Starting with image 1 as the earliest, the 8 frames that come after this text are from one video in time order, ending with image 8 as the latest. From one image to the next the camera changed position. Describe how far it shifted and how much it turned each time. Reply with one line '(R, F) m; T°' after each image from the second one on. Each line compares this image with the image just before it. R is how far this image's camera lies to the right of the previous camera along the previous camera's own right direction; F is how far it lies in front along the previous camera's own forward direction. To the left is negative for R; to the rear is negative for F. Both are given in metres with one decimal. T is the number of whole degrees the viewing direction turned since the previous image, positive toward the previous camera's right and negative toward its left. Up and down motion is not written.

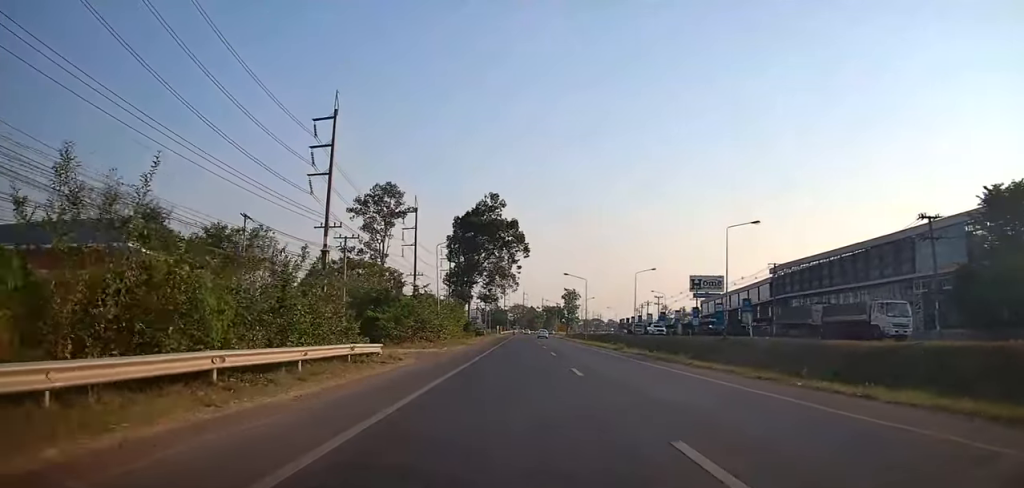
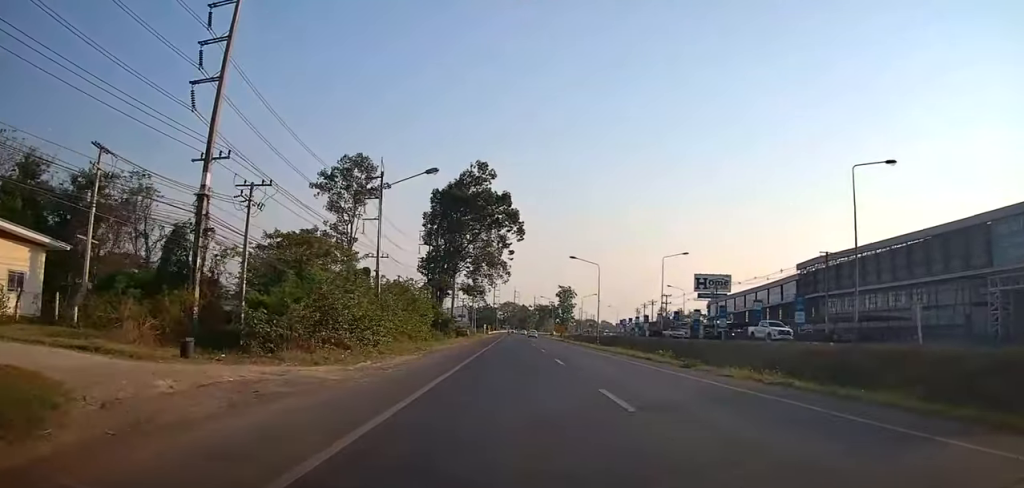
(+0.3, +19.1) m; 0°
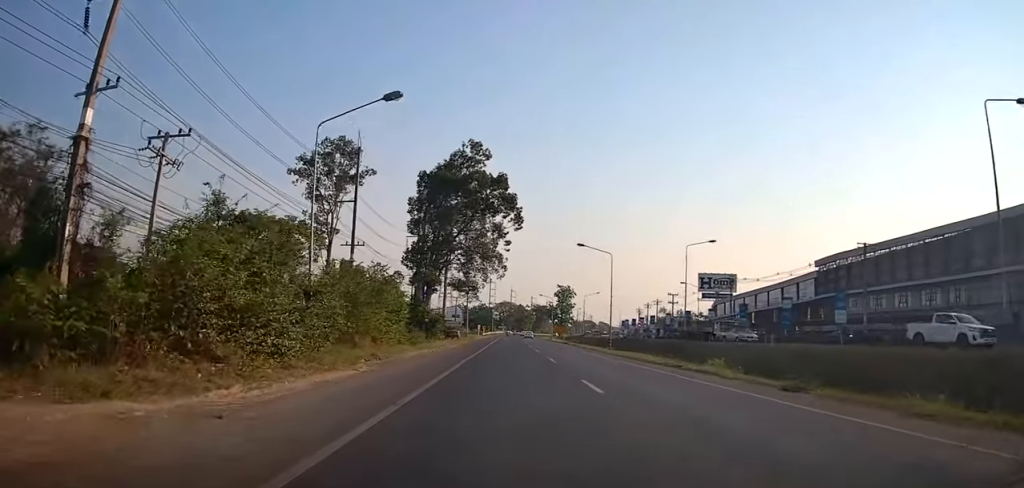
(-0.4, +9.7) m; 0°
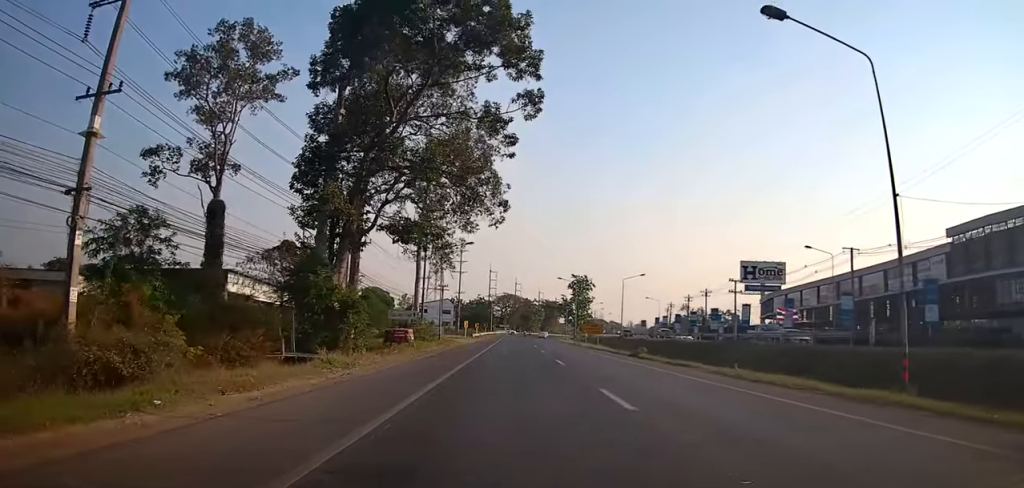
(+1.6, +39.2) m; +2°
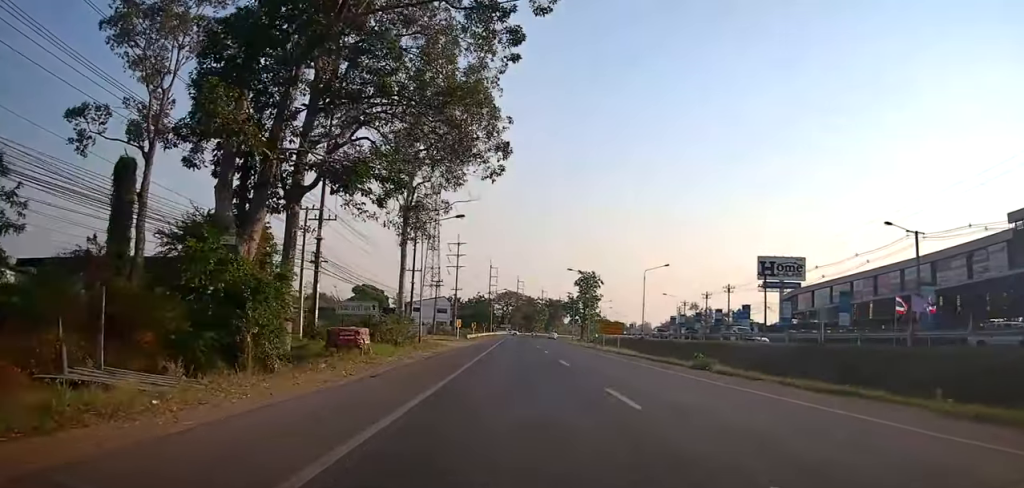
(+0.1, +12.4) m; -2°
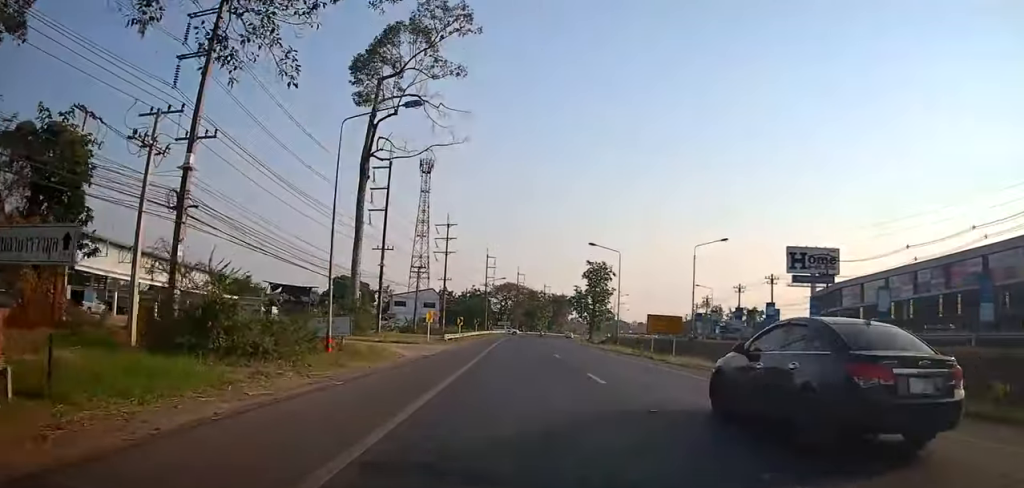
(-0.6, +19.9) m; 0°
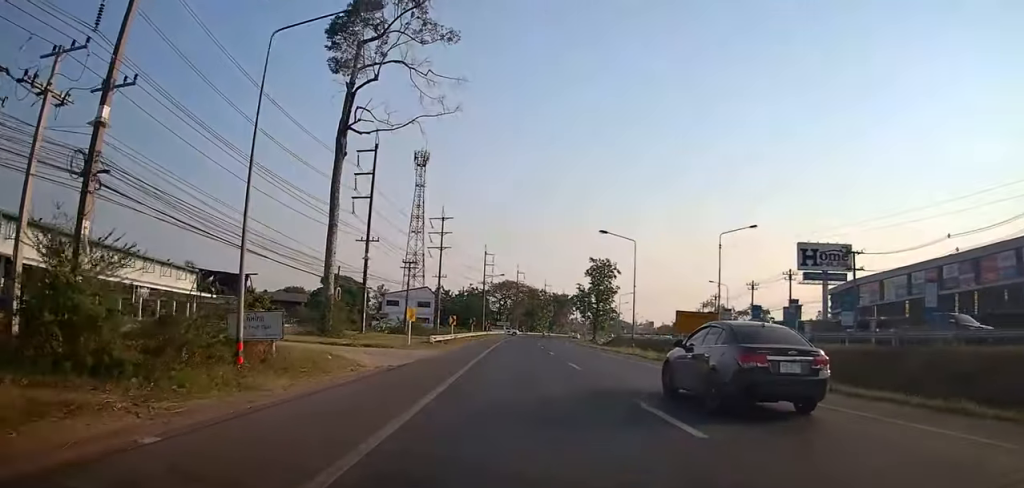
(+0.2, +6.8) m; +1°
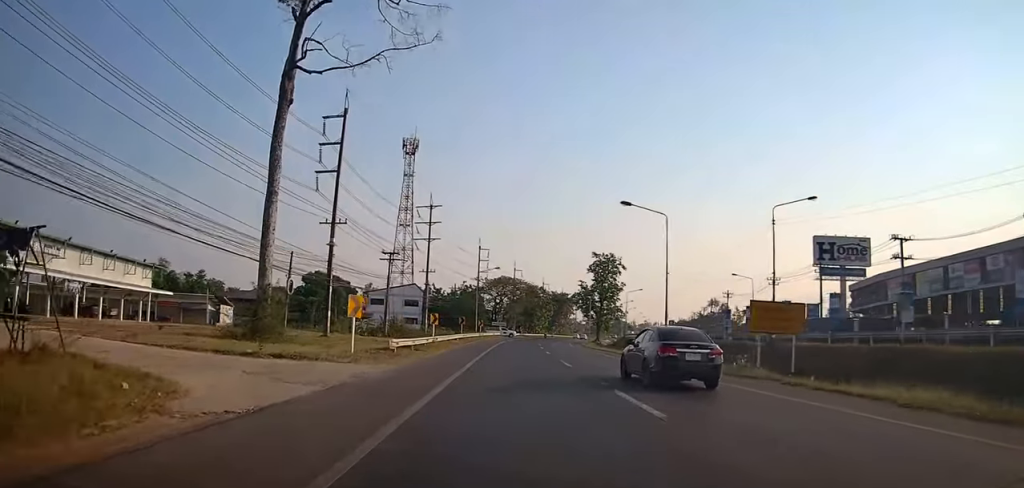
(+0.2, +10.4) m; 0°
